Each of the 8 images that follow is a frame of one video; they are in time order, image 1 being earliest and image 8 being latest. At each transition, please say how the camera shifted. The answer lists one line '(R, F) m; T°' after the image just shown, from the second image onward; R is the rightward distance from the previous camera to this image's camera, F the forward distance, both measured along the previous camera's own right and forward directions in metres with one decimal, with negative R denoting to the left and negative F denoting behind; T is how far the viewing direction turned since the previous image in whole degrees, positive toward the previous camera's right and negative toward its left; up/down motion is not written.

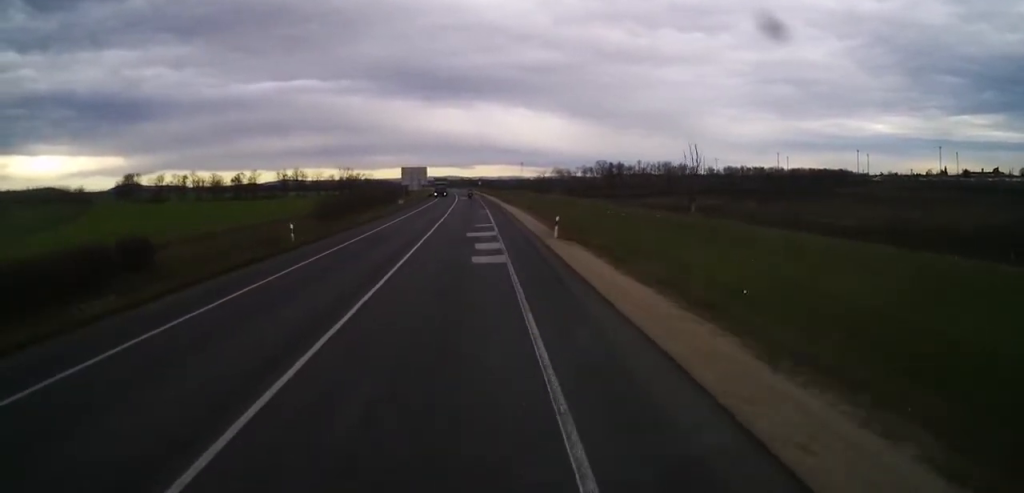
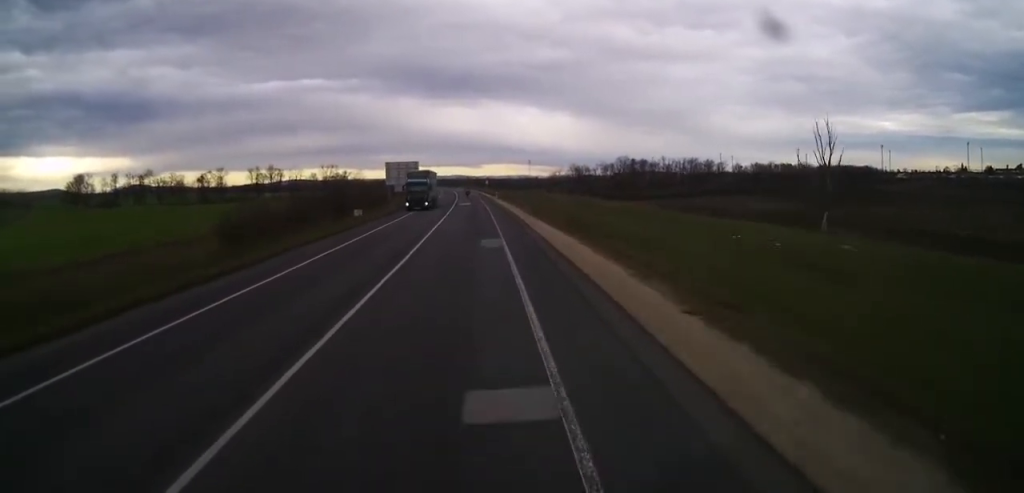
(-0.7, +31.3) m; -1°
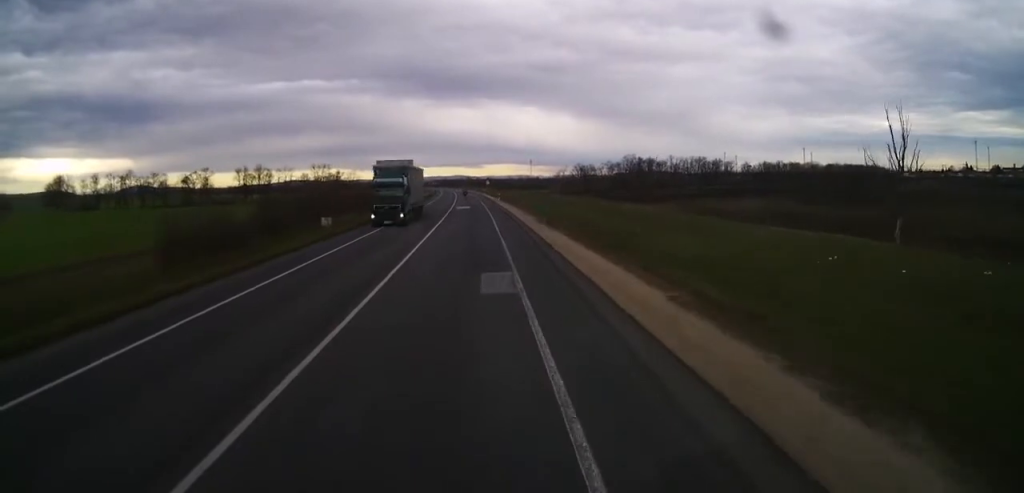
(+0.1, +10.2) m; 0°
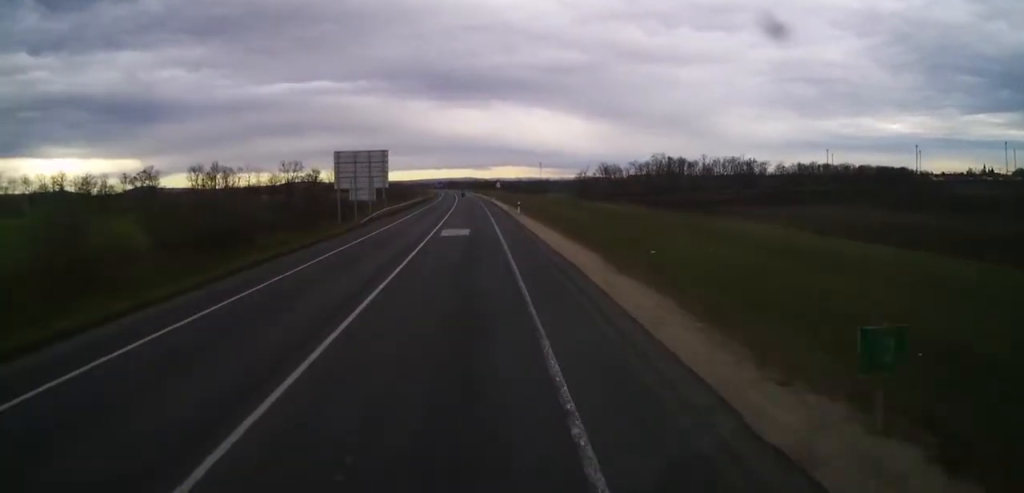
(+0.4, +32.2) m; 0°
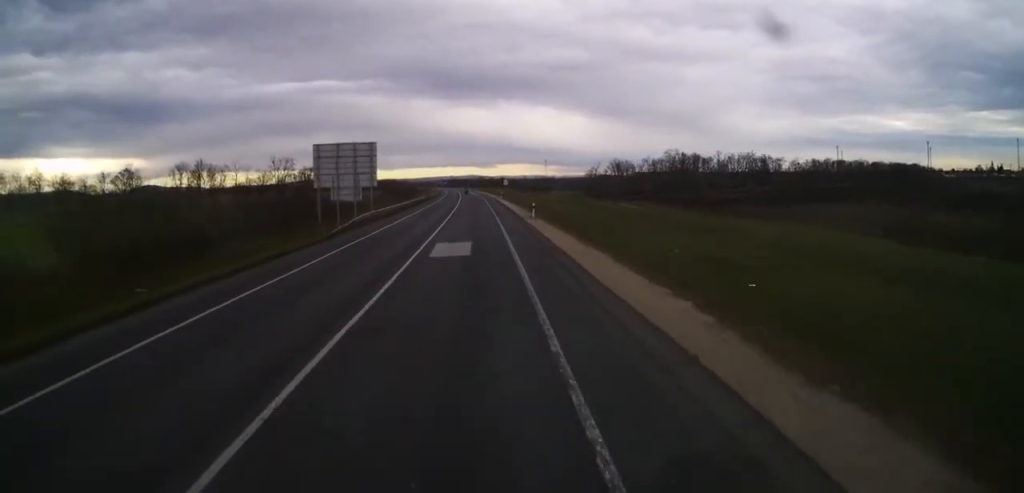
(0.0, +10.2) m; 0°
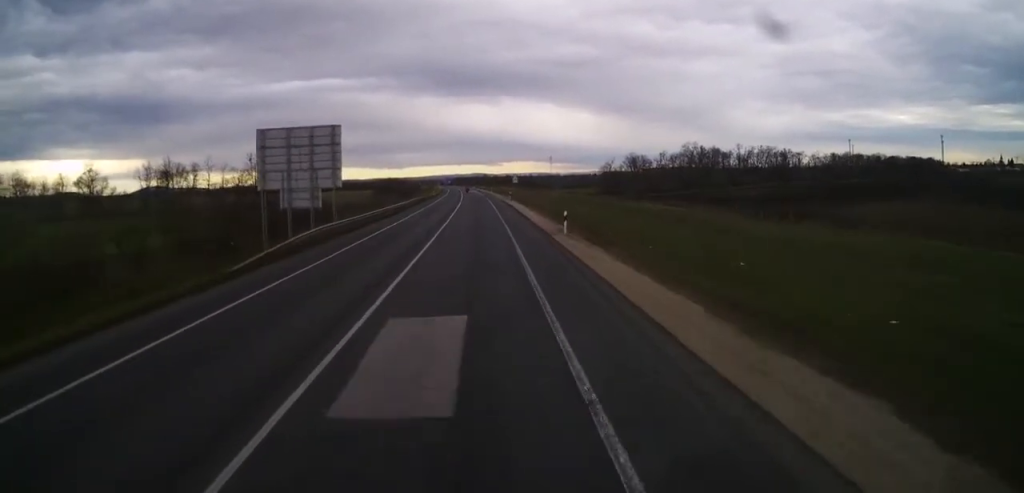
(-0.2, +15.4) m; -1°
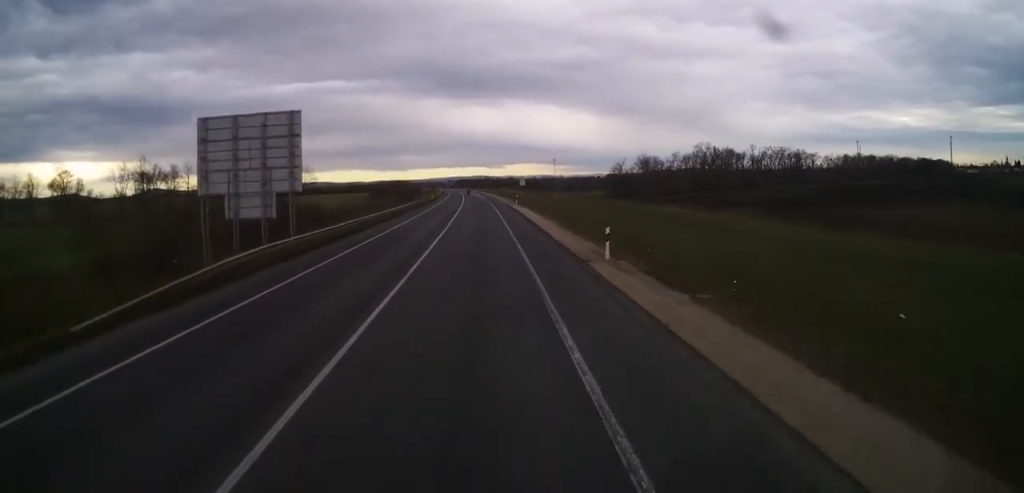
(0.0, +9.5) m; 0°
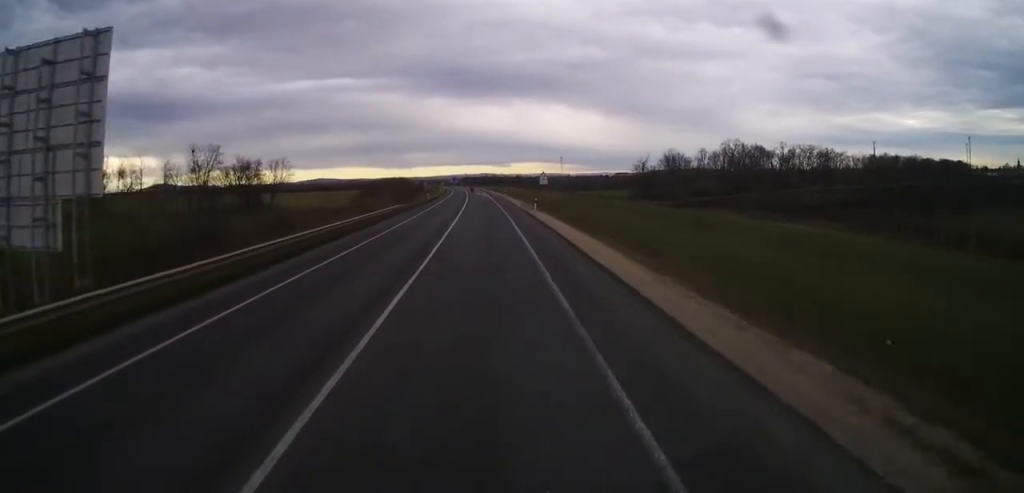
(0.0, +17.7) m; 0°
